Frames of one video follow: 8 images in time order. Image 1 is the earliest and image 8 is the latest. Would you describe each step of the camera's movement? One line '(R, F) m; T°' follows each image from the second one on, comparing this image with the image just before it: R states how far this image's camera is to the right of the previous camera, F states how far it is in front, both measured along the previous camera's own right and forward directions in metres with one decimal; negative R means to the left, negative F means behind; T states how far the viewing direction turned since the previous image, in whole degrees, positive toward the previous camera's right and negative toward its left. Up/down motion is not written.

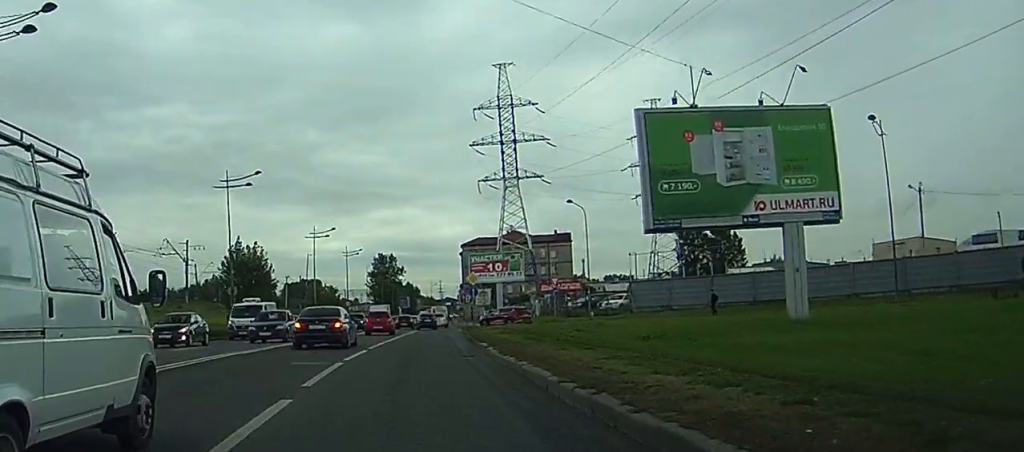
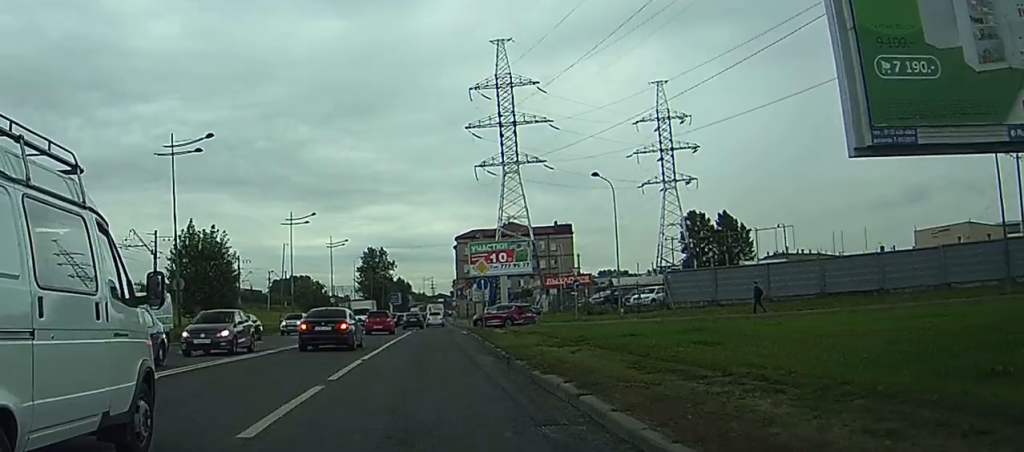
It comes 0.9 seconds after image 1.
(+0.1, +12.5) m; +1°
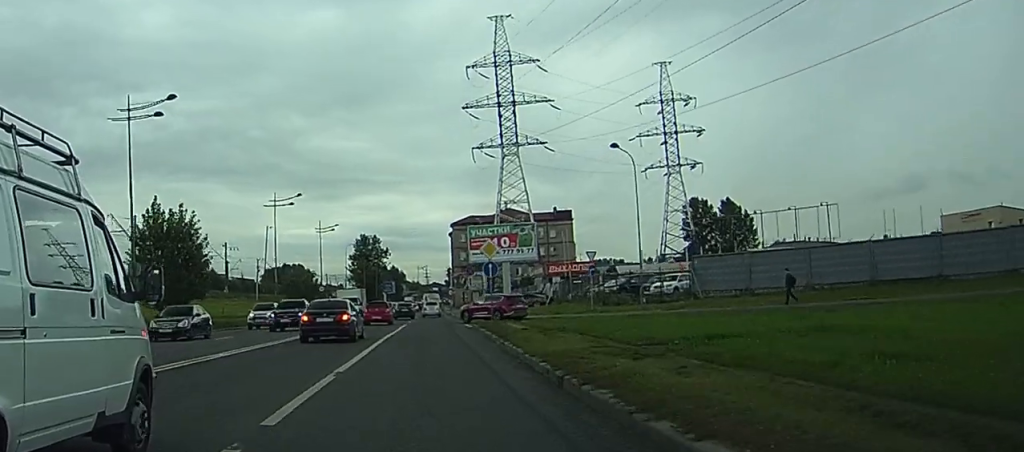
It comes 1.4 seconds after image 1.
(0.0, +6.9) m; +1°
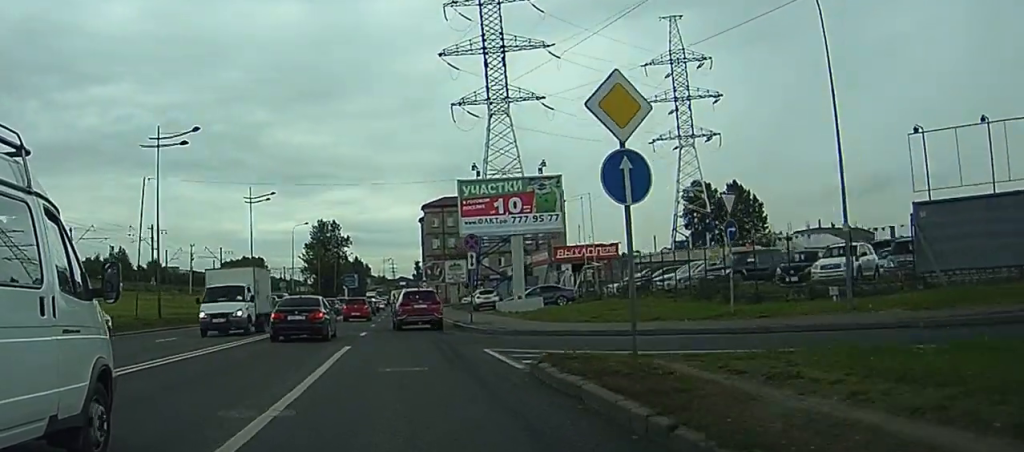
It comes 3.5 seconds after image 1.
(+0.8, +28.5) m; +2°
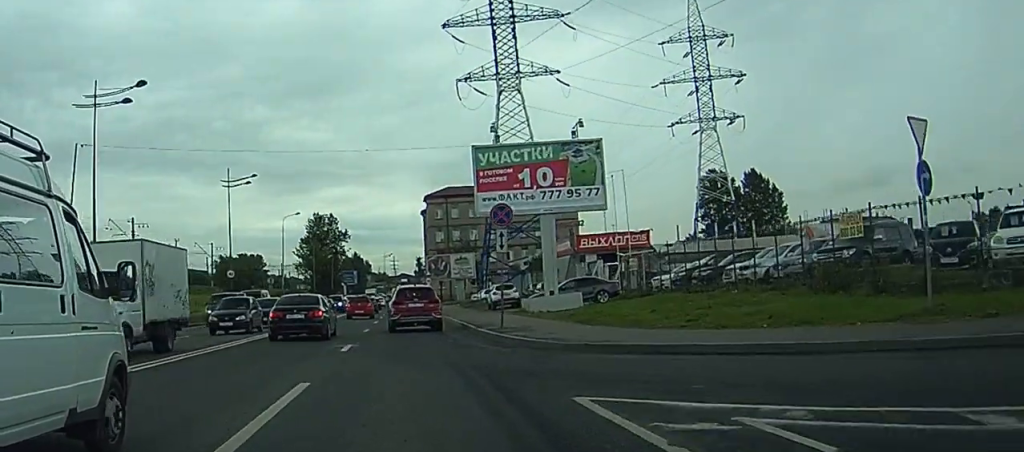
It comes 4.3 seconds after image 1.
(0.0, +10.8) m; 0°
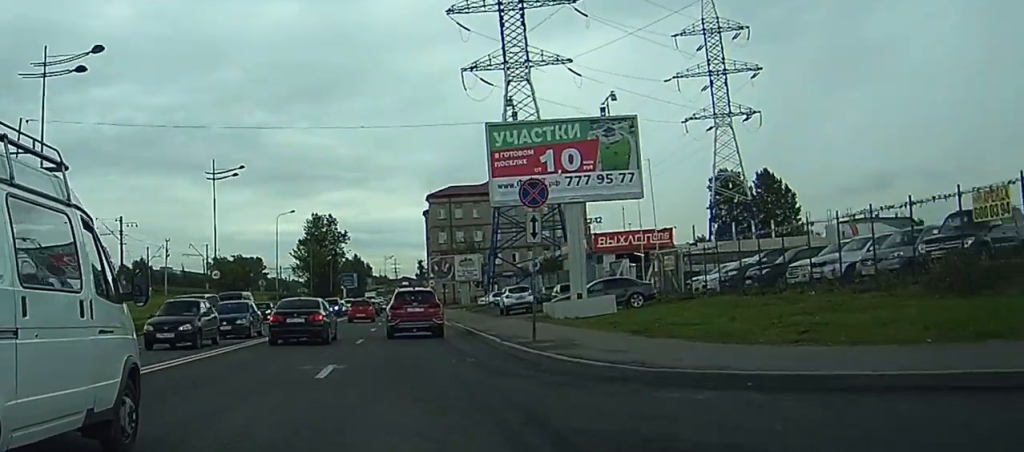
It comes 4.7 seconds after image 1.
(0.0, +6.3) m; 0°
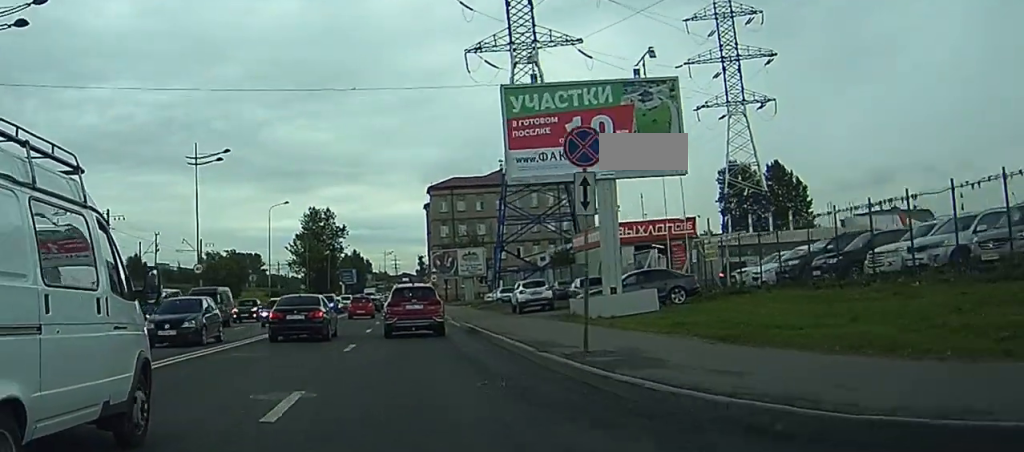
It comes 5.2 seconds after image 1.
(0.0, +5.7) m; 0°
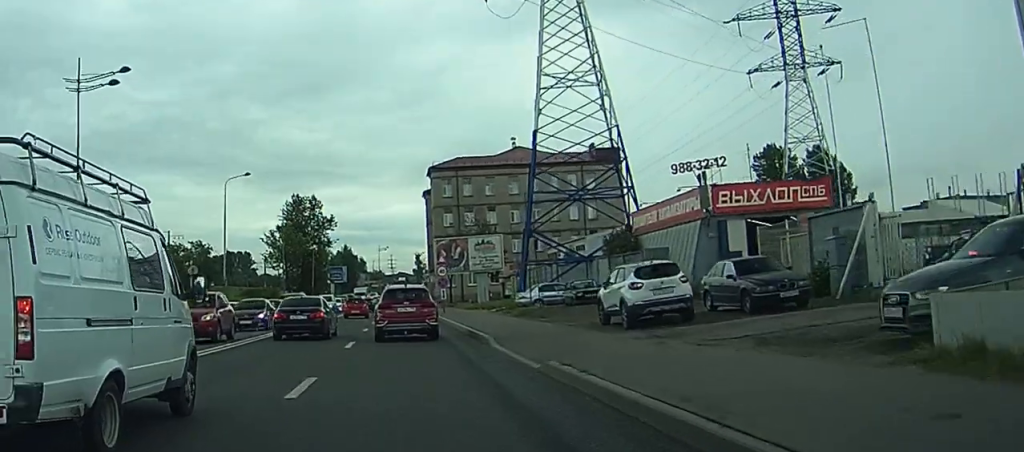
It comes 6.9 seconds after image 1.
(+0.2, +22.9) m; 0°
